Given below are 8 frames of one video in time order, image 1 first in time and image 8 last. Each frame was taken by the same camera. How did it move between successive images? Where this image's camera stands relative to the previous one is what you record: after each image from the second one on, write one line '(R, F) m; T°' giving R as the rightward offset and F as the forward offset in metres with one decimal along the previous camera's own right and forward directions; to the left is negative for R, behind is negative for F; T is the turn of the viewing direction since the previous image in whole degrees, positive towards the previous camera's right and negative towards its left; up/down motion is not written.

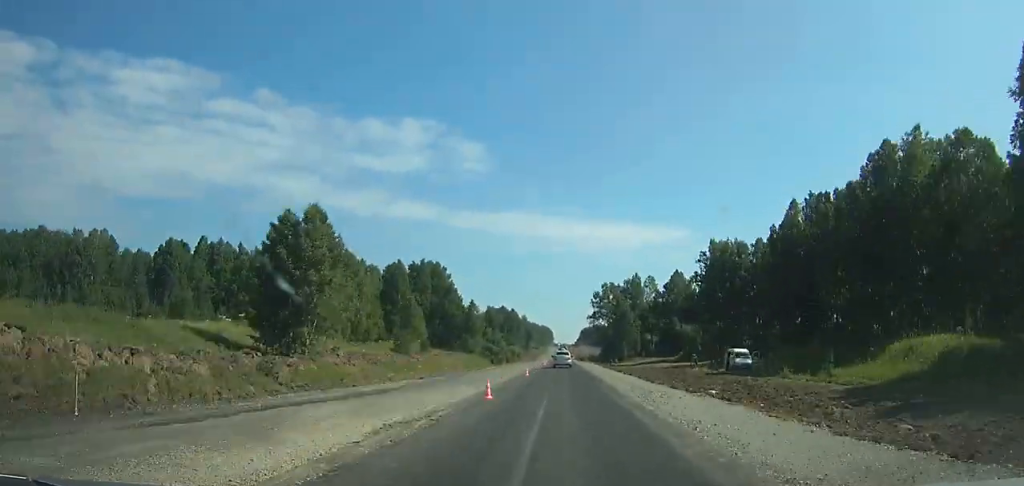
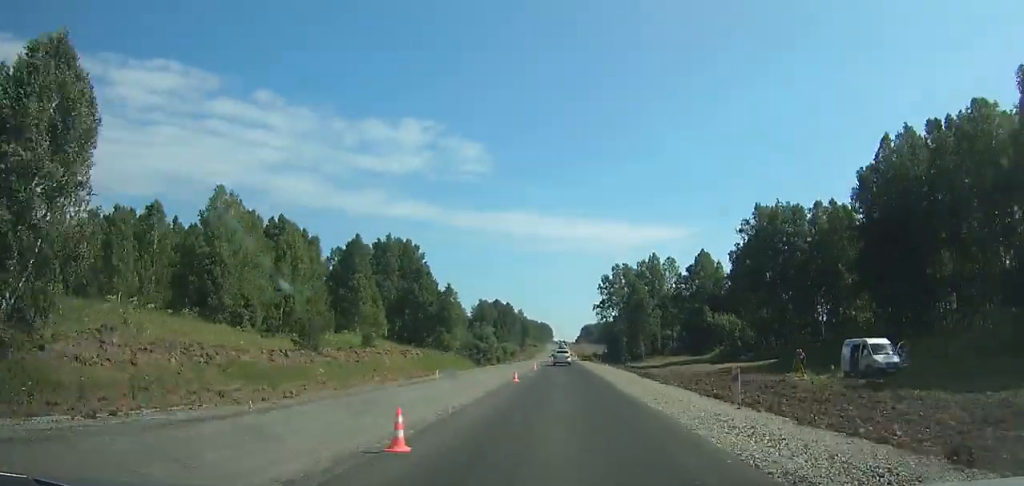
(0.0, +26.8) m; 0°
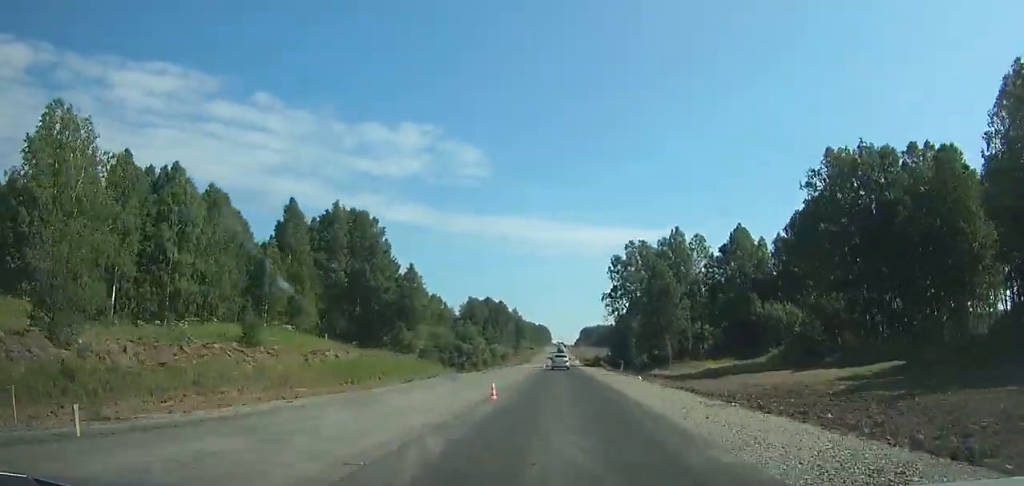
(0.0, +25.9) m; 0°
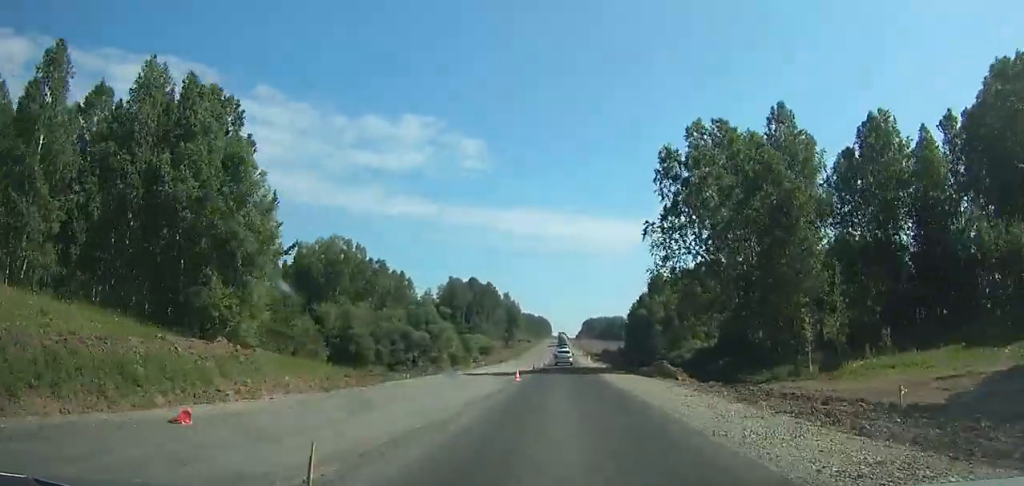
(+0.1, +42.5) m; 0°
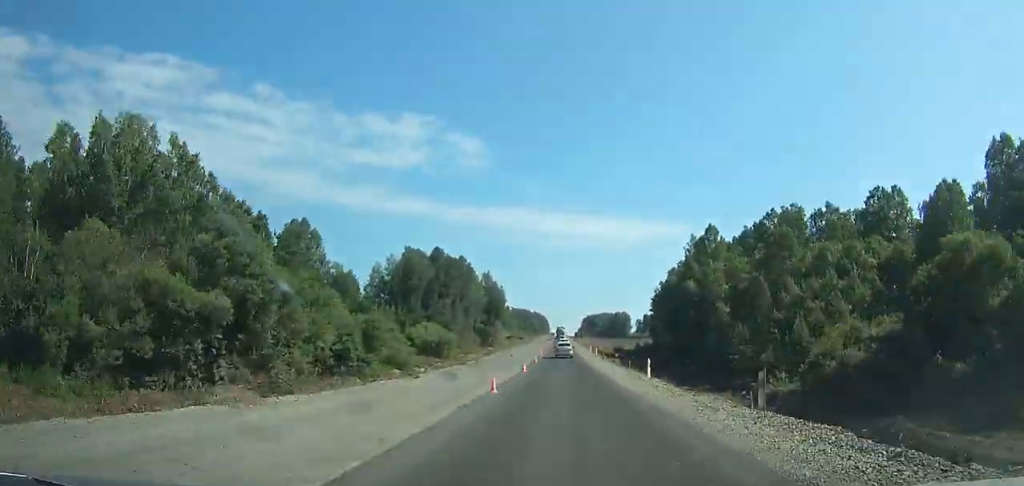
(0.0, +52.1) m; 0°
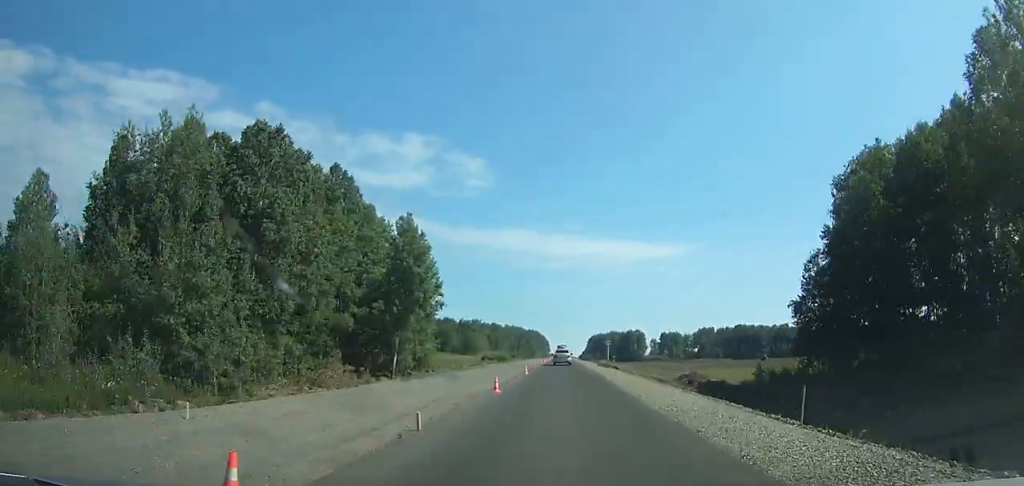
(0.0, +84.1) m; 0°
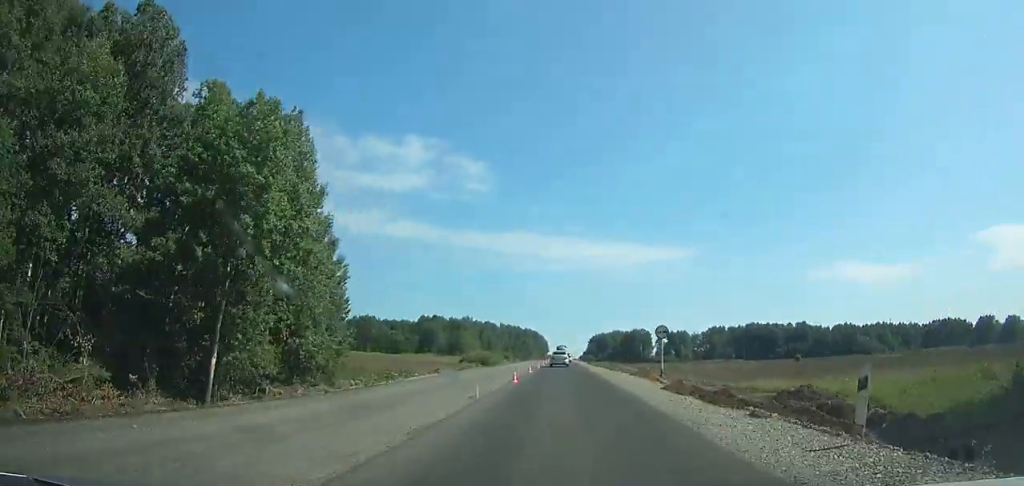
(-0.1, +33.1) m; 0°
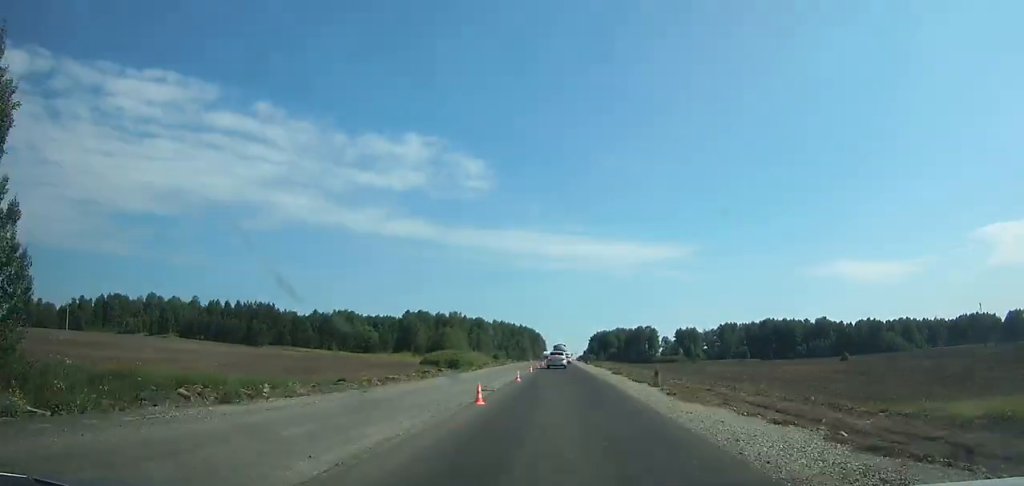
(0.0, +32.1) m; 0°
